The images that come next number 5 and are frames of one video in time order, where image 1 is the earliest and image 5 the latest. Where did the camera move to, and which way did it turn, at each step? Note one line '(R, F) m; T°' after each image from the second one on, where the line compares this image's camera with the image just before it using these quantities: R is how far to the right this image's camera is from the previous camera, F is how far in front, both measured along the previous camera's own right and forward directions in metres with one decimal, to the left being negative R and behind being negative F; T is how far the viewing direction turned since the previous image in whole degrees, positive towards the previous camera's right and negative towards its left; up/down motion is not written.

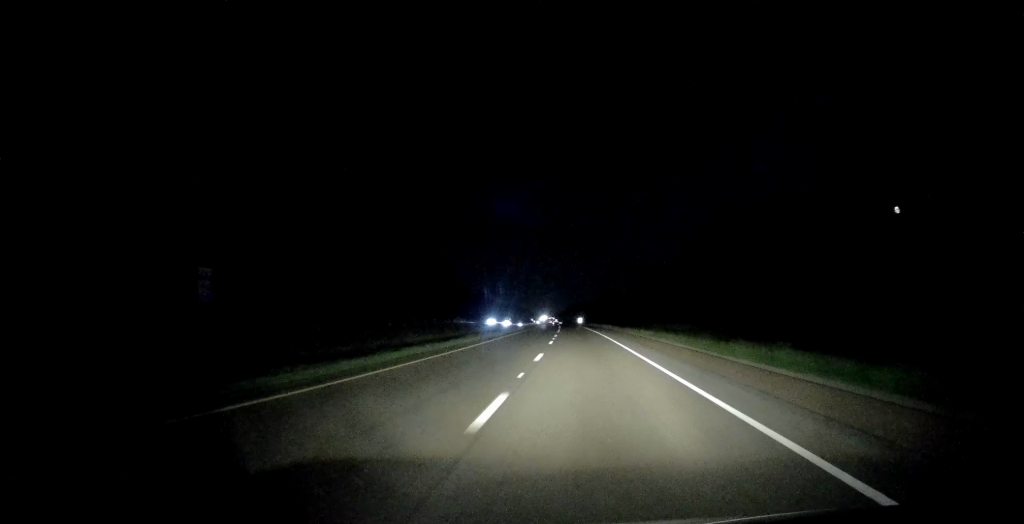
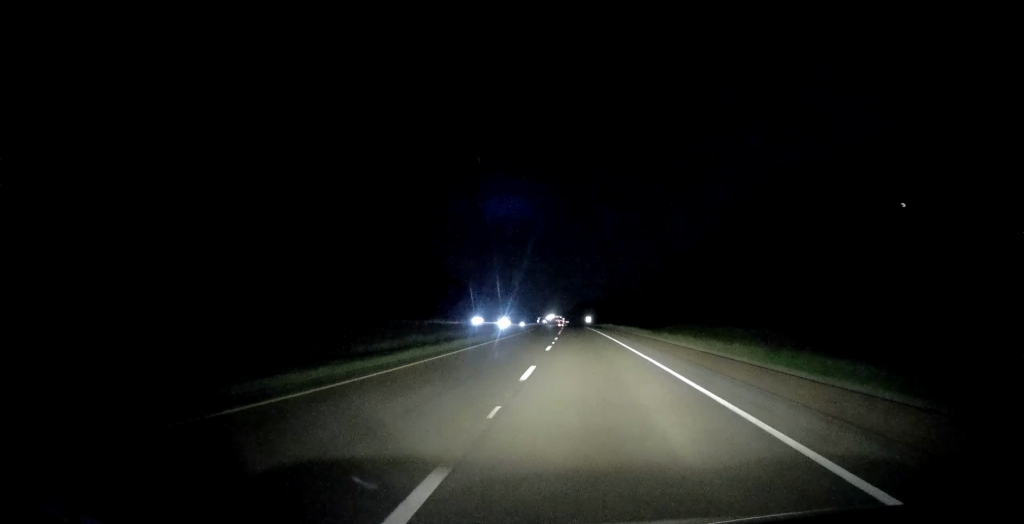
(-0.3, +29.6) m; 0°
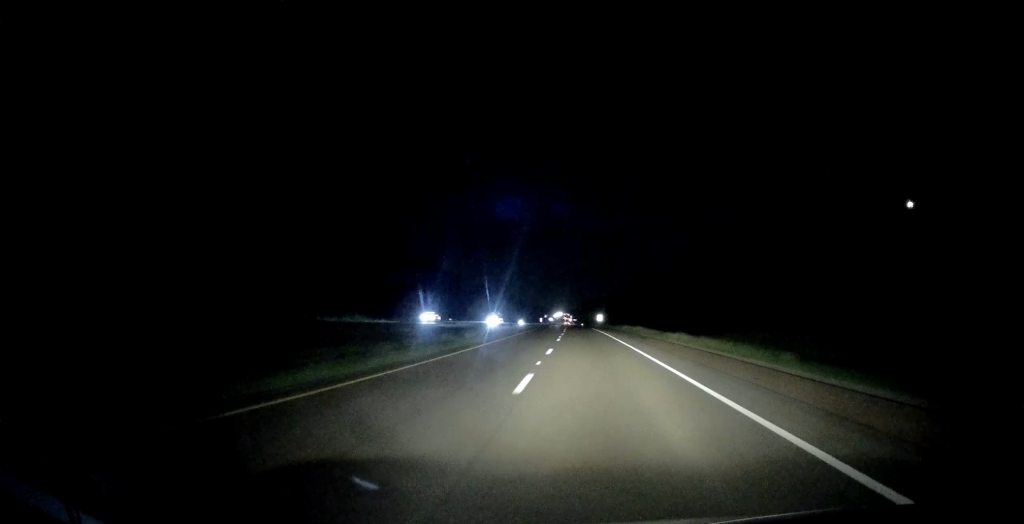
(0.0, +38.6) m; -1°
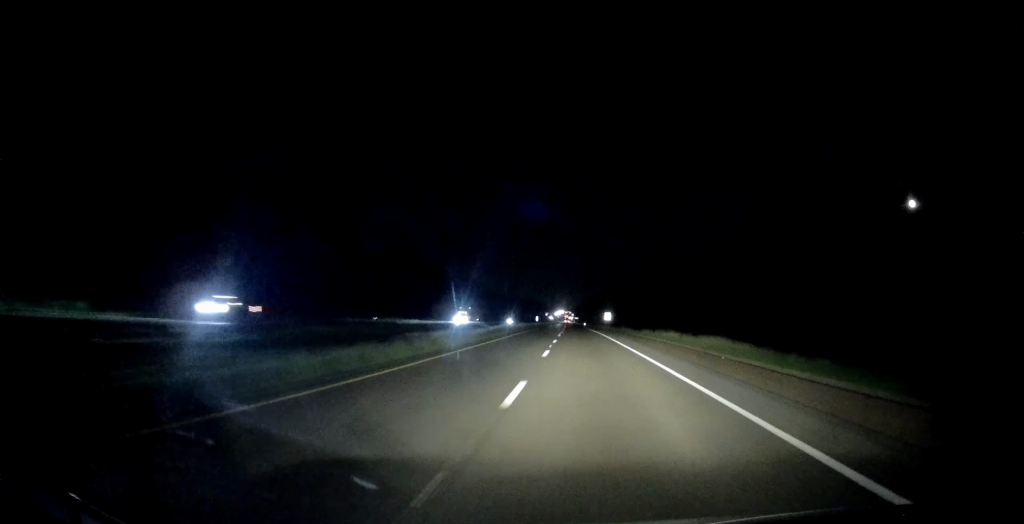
(-0.6, +37.7) m; -1°
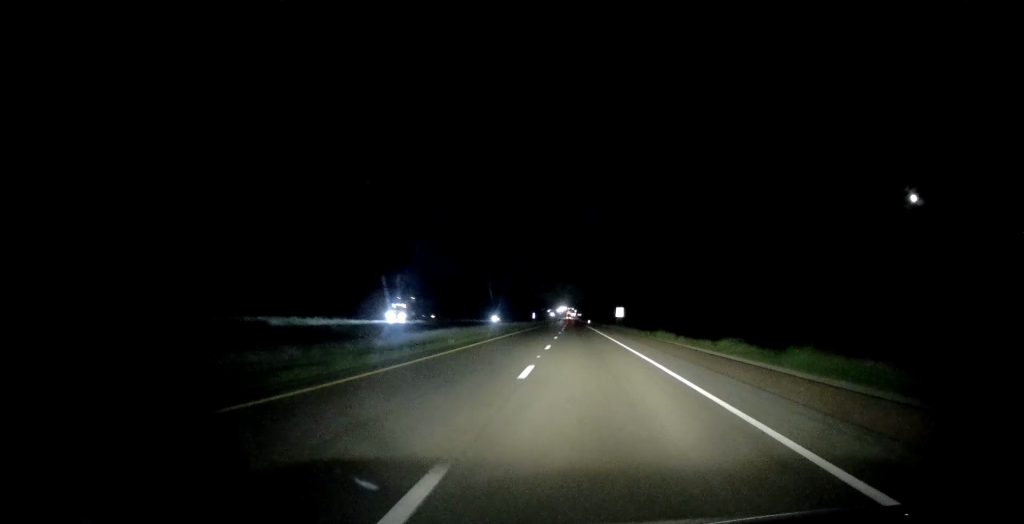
(+0.2, +31.8) m; 0°
